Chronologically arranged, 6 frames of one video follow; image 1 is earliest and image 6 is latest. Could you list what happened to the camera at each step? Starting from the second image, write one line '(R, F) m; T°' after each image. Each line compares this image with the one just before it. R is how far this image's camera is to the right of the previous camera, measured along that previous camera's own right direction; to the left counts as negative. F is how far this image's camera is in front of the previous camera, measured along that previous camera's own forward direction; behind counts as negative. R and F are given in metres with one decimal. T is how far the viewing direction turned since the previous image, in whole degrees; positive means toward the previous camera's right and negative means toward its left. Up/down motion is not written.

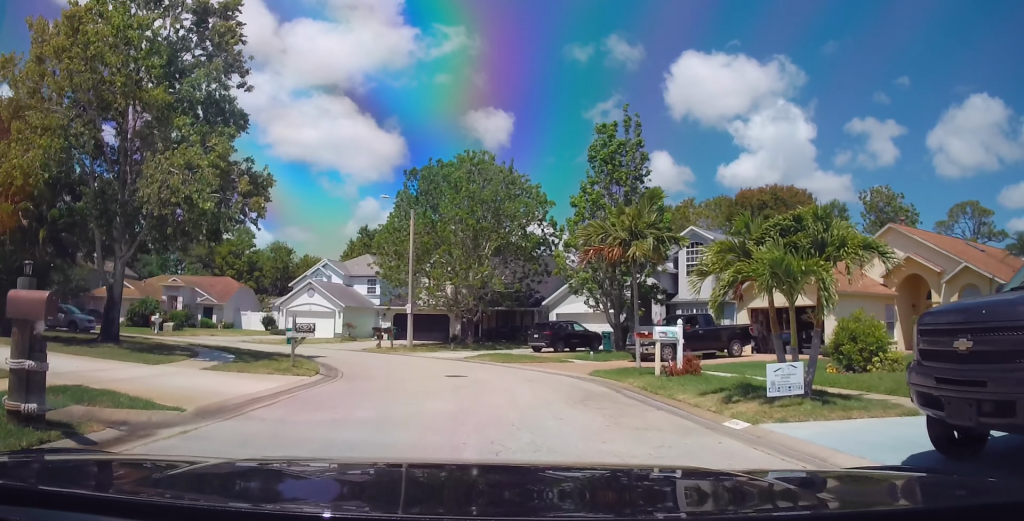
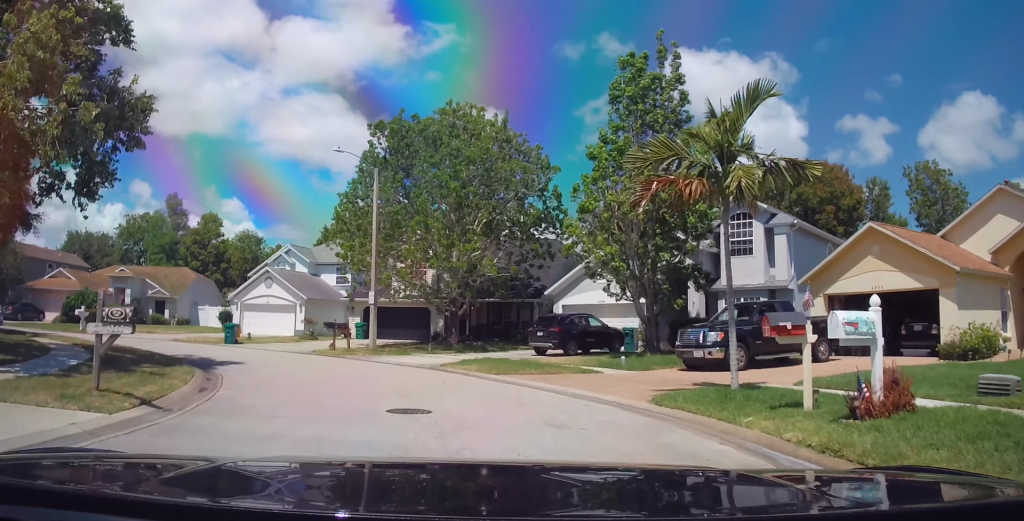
(+0.4, +7.3) m; +1°
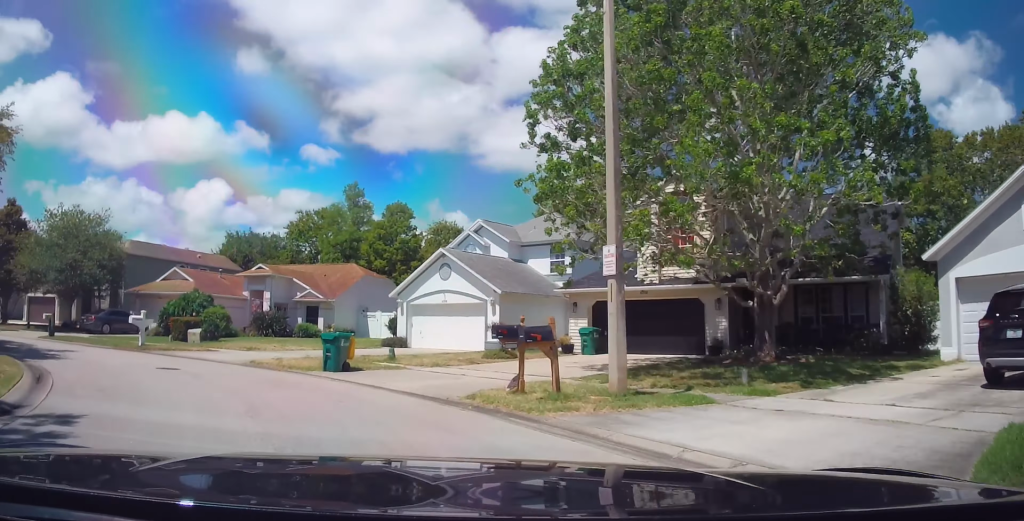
(-1.6, +14.8) m; -18°
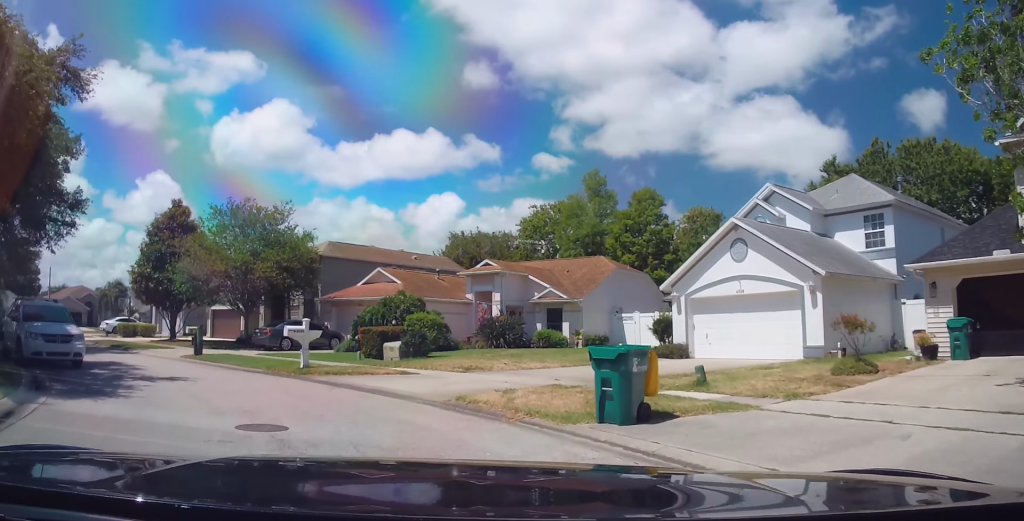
(-1.6, +8.5) m; -17°
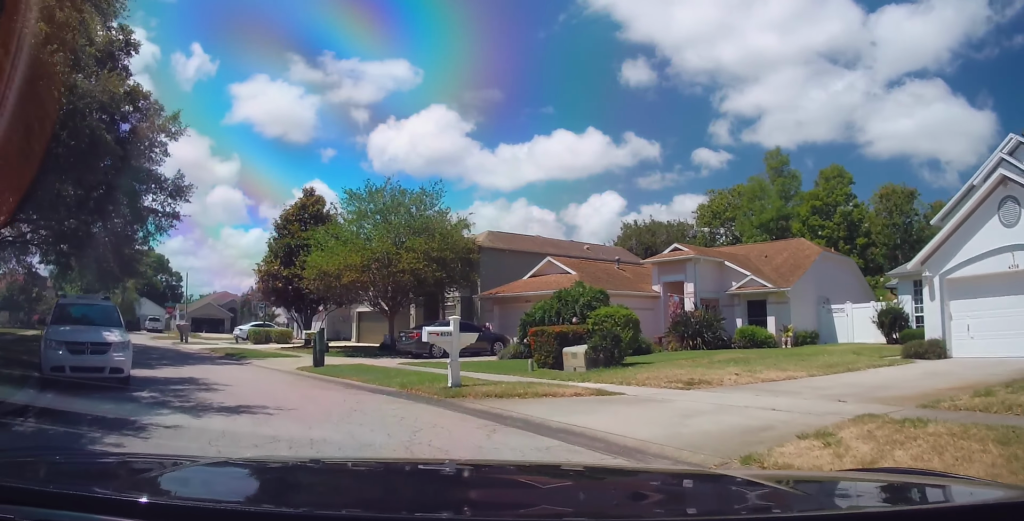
(-0.5, +5.7) m; -11°
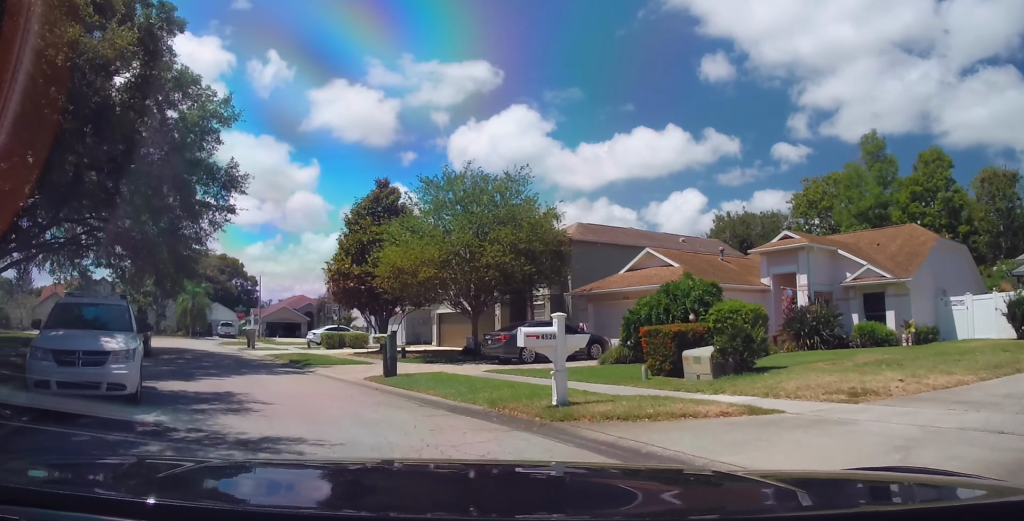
(0.0, +3.0) m; -6°
